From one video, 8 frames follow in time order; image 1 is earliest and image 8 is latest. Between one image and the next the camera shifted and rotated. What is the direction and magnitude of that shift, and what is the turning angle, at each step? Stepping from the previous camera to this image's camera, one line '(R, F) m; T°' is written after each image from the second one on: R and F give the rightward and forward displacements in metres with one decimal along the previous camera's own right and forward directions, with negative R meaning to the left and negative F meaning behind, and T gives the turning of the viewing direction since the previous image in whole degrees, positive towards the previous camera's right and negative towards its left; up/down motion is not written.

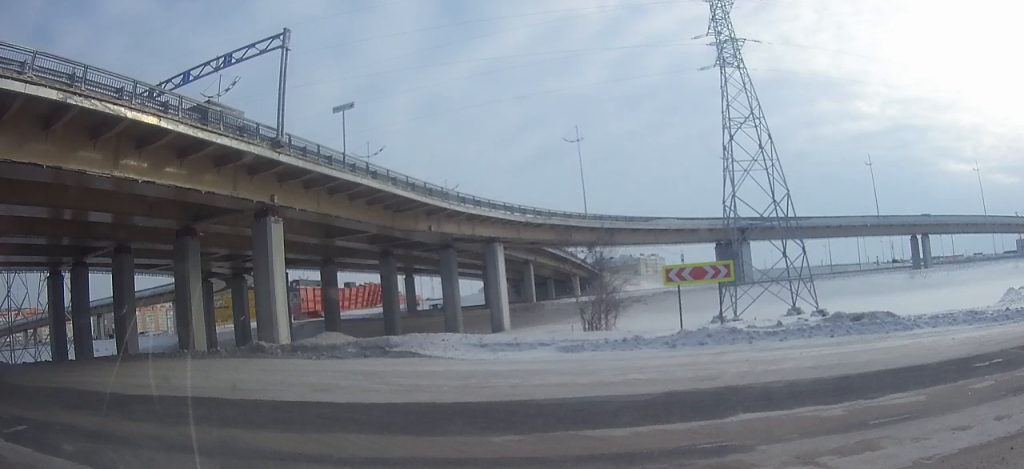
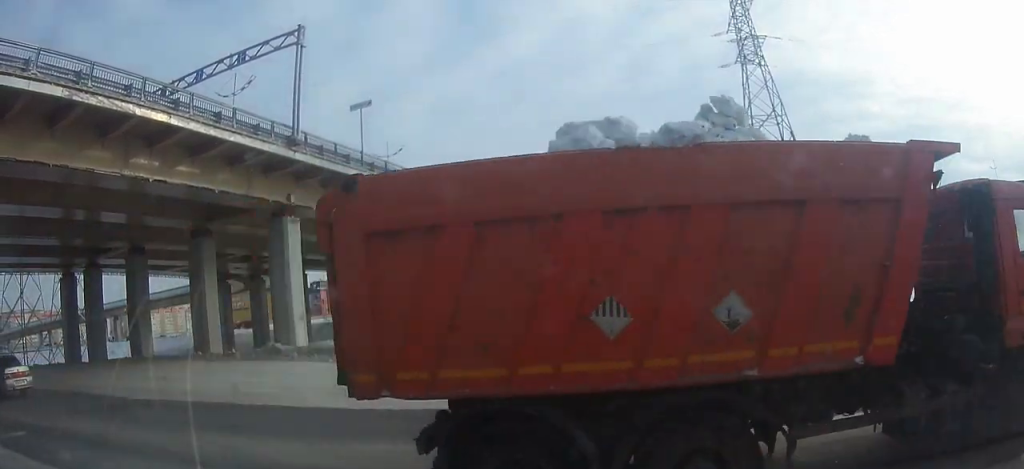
(-0.1, +1.1) m; -9°
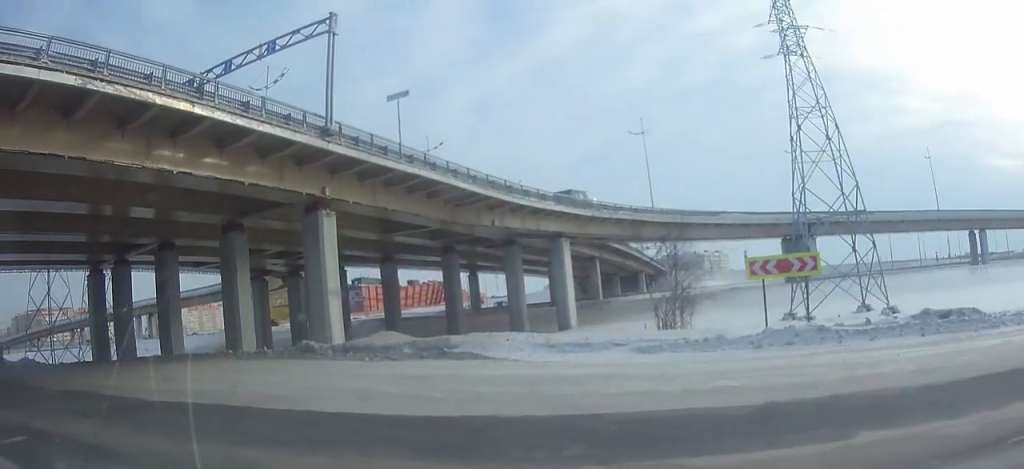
(-0.1, +1.1) m; -11°
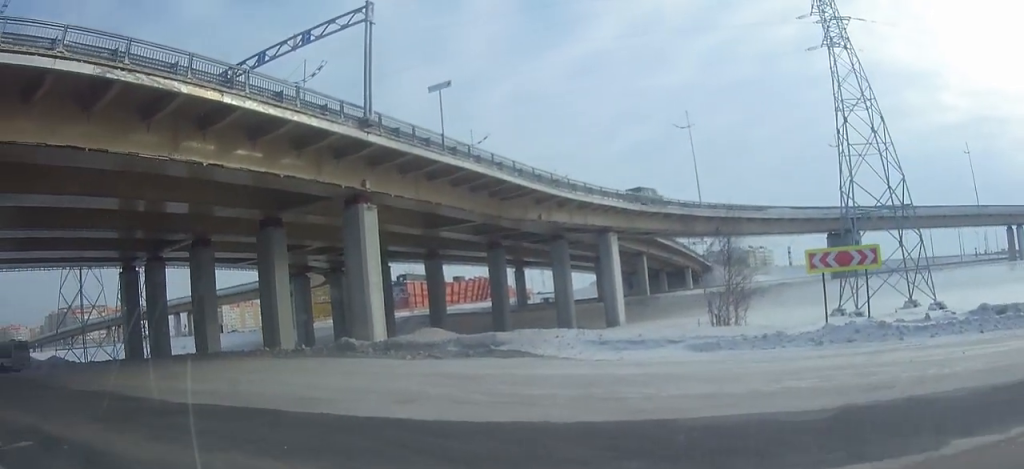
(0.0, +0.8) m; -5°
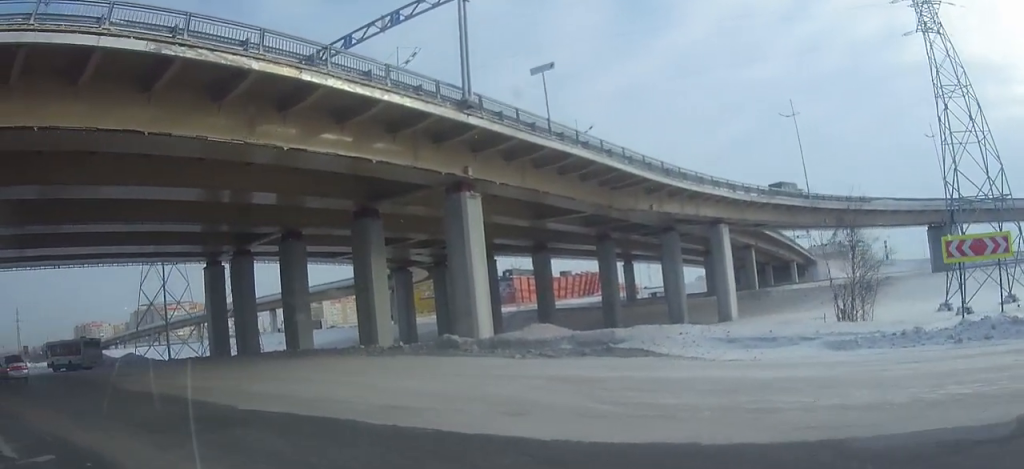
(-0.1, +1.5) m; -8°
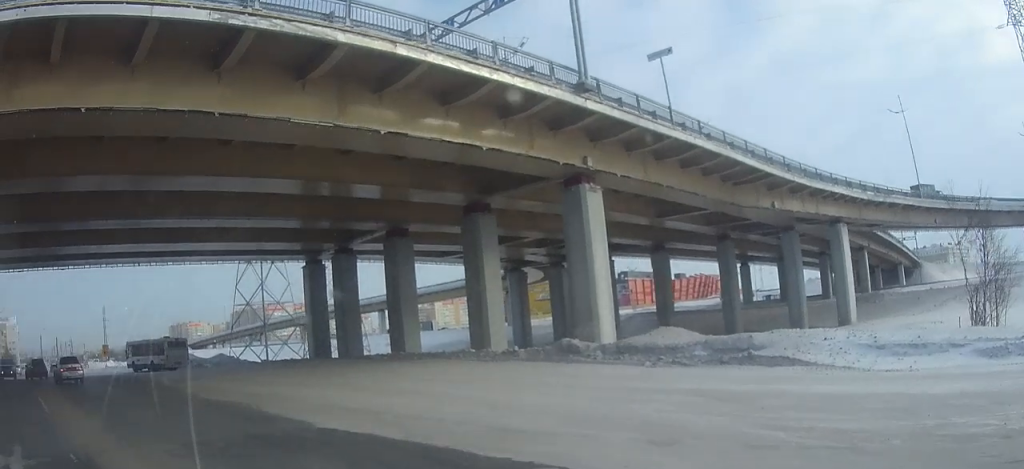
(0.0, +1.7) m; -8°
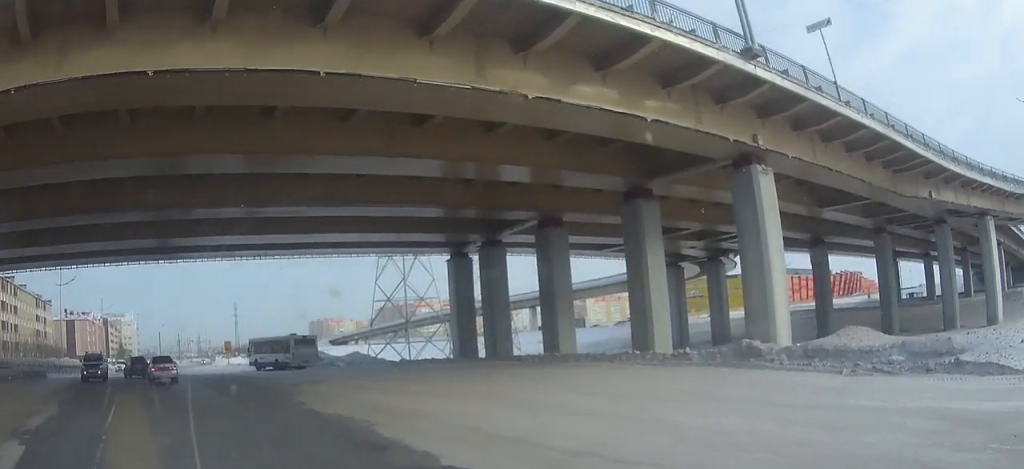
(-0.3, +2.9) m; -12°
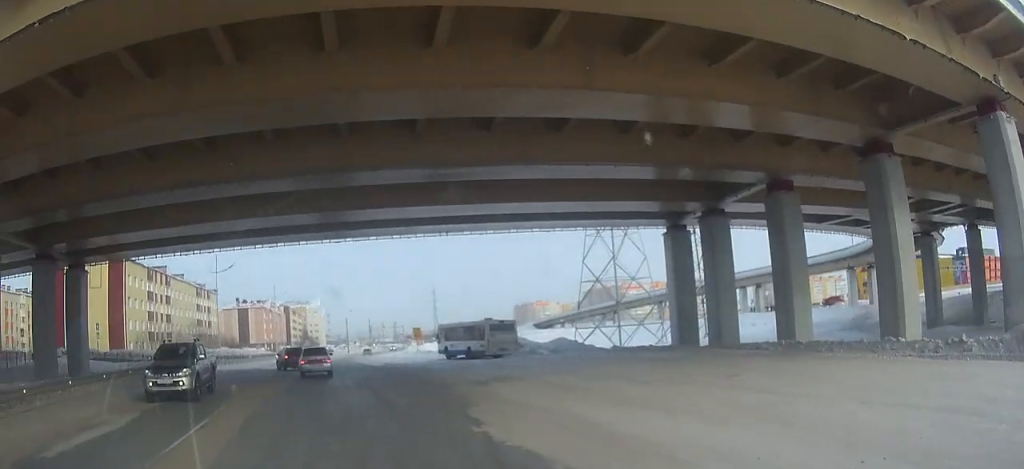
(-0.8, +5.1) m; -17°
